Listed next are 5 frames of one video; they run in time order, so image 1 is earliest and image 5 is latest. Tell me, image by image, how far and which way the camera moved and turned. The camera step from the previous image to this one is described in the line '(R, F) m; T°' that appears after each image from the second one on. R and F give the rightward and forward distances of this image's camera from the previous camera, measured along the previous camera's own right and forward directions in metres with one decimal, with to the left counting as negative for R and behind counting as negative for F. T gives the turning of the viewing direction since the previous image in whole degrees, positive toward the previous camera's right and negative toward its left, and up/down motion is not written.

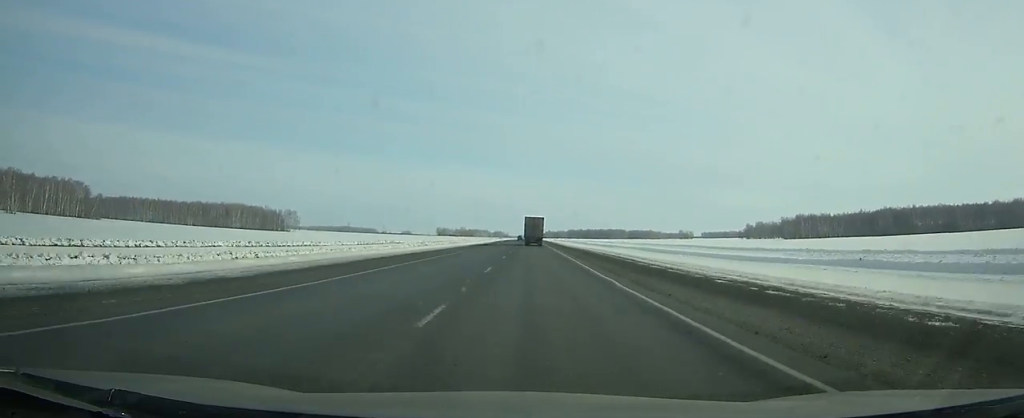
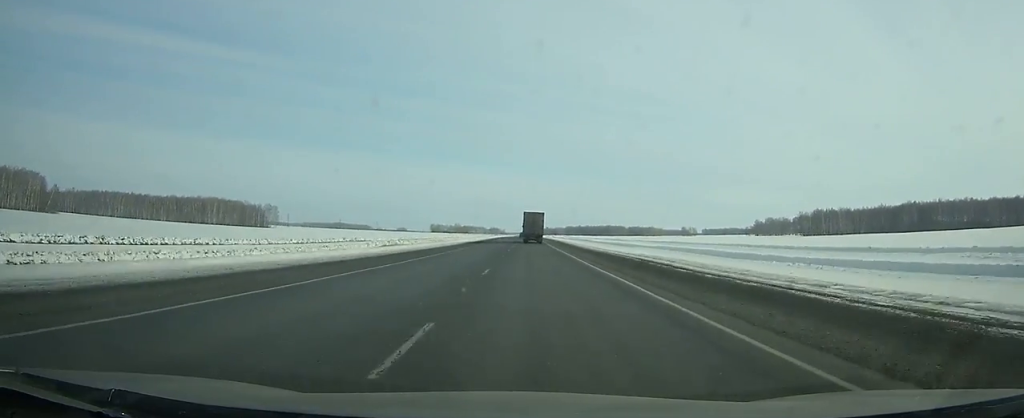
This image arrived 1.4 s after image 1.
(0.0, +38.5) m; 0°
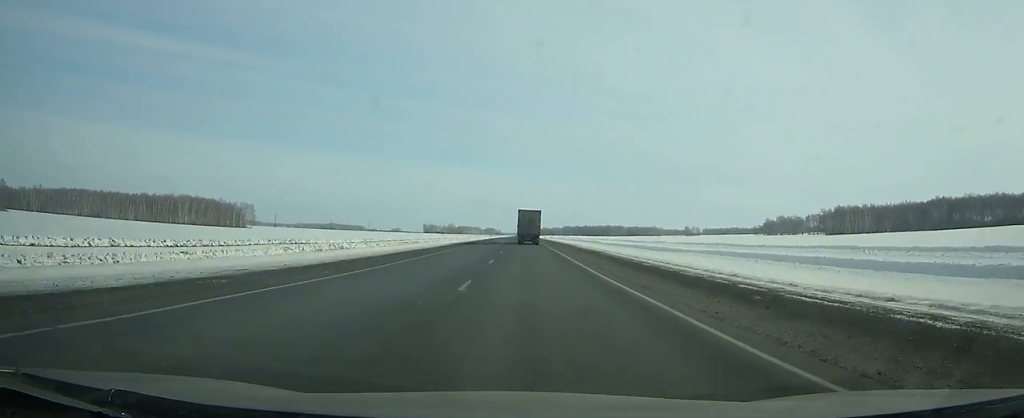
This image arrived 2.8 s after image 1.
(+0.1, +38.6) m; 0°
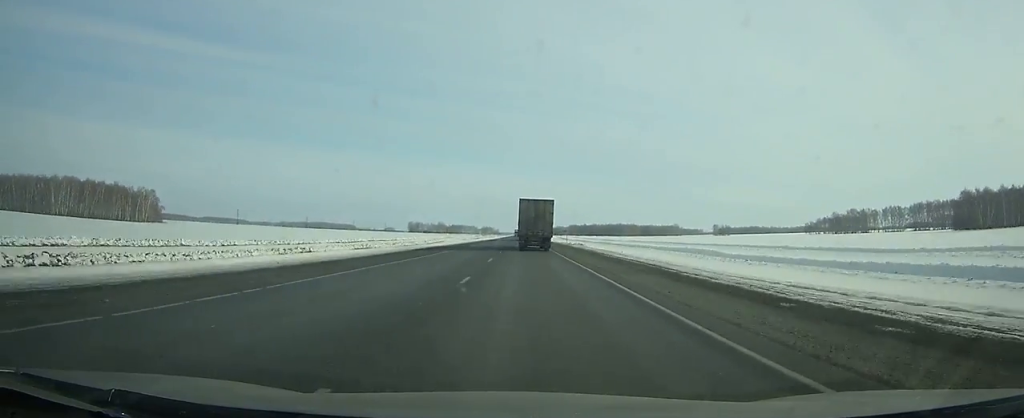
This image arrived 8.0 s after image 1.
(0.0, +141.0) m; 0°
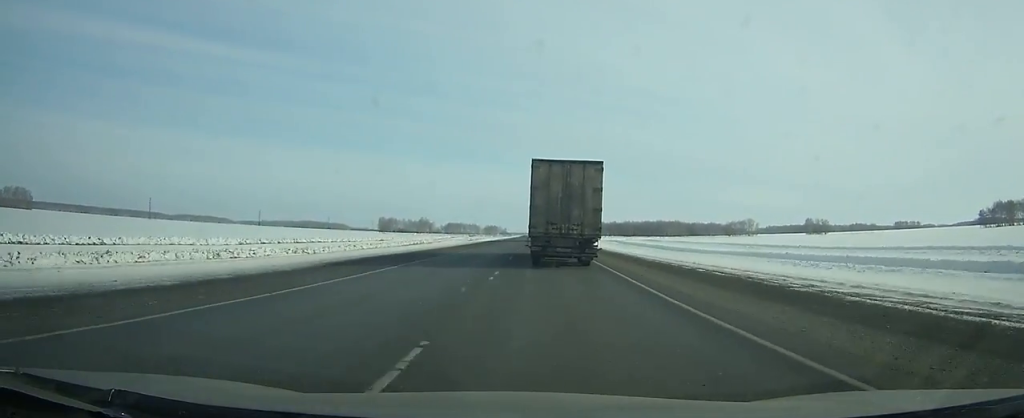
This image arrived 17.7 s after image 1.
(-0.4, +256.2) m; -1°
